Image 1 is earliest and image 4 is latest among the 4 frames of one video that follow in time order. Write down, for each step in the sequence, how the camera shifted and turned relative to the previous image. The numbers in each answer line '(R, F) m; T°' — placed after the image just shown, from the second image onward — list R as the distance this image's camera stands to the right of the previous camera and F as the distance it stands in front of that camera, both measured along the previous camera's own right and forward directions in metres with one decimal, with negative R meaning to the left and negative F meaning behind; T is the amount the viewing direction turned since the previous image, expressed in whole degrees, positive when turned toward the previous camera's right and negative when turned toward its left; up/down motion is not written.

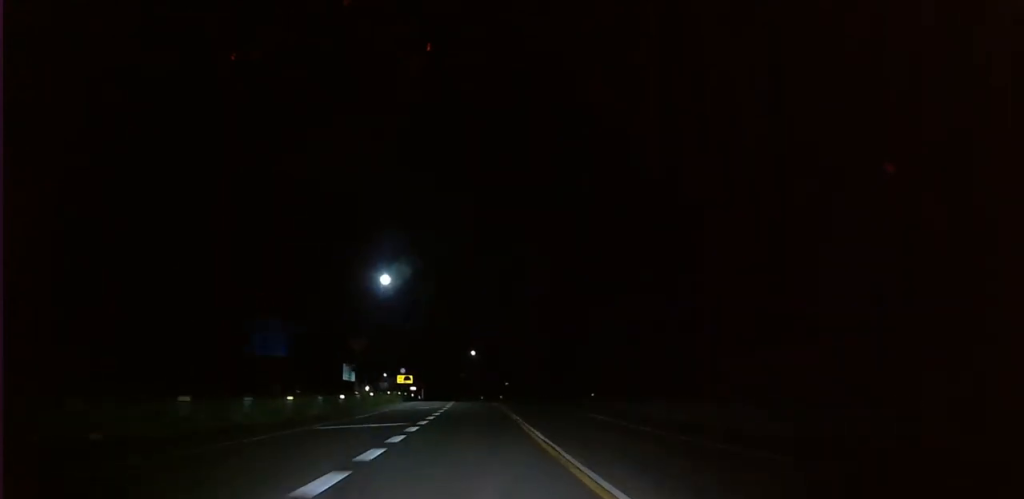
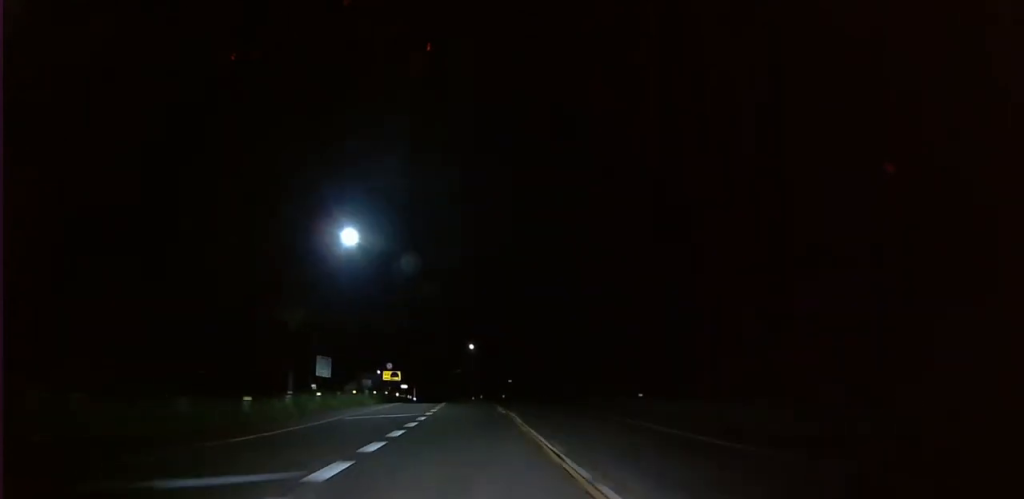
(-0.1, +14.4) m; -2°
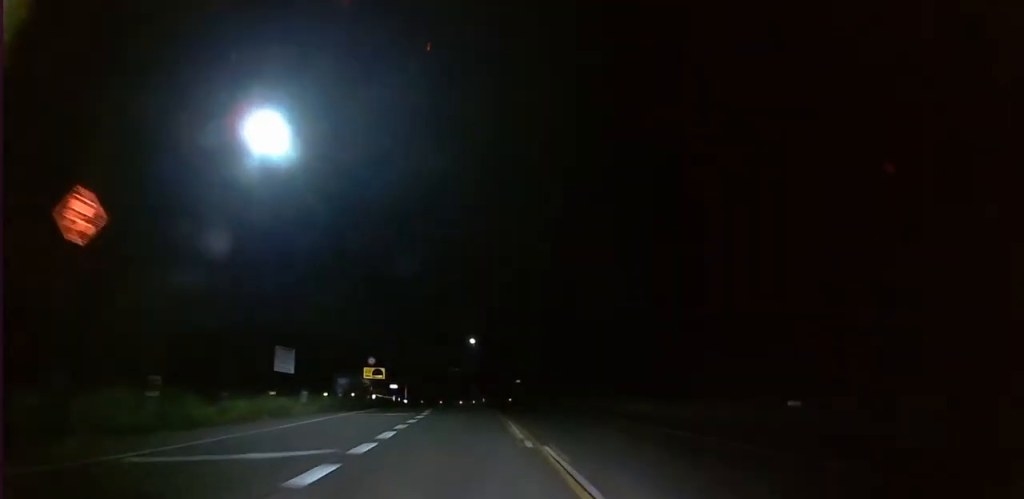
(-0.4, +16.5) m; 0°
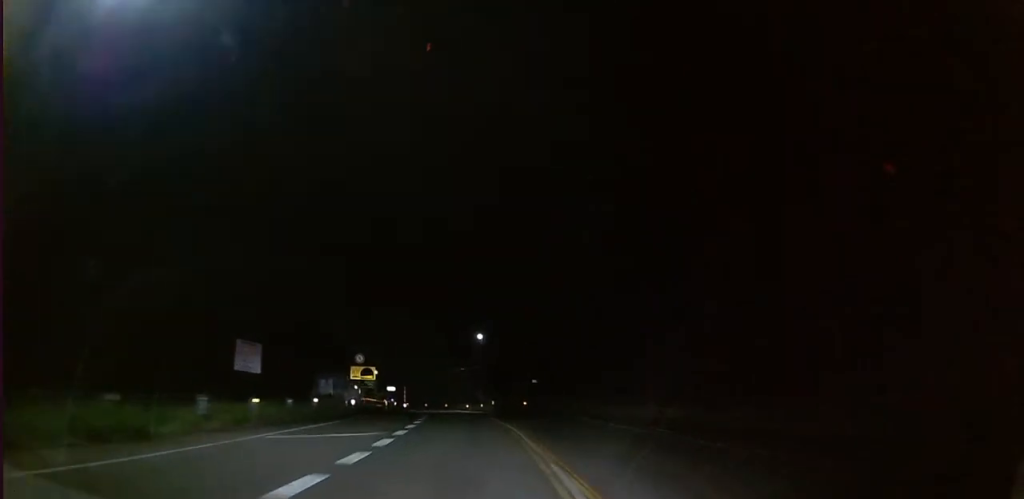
(-0.1, +11.9) m; 0°
